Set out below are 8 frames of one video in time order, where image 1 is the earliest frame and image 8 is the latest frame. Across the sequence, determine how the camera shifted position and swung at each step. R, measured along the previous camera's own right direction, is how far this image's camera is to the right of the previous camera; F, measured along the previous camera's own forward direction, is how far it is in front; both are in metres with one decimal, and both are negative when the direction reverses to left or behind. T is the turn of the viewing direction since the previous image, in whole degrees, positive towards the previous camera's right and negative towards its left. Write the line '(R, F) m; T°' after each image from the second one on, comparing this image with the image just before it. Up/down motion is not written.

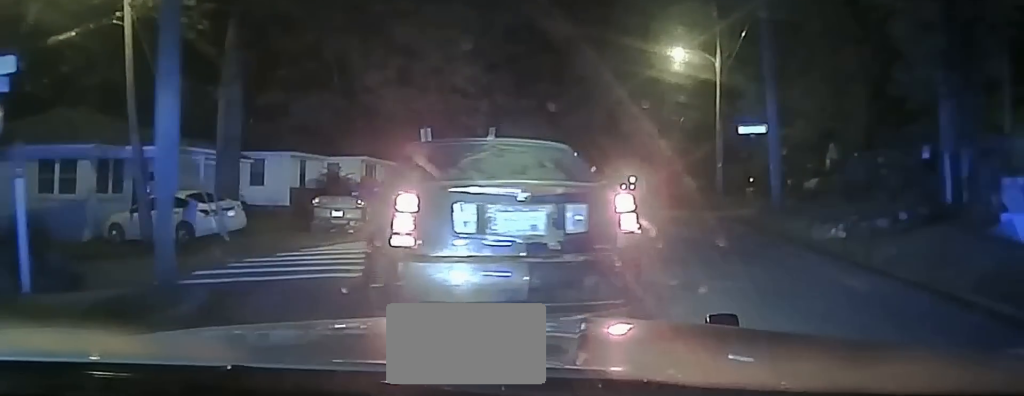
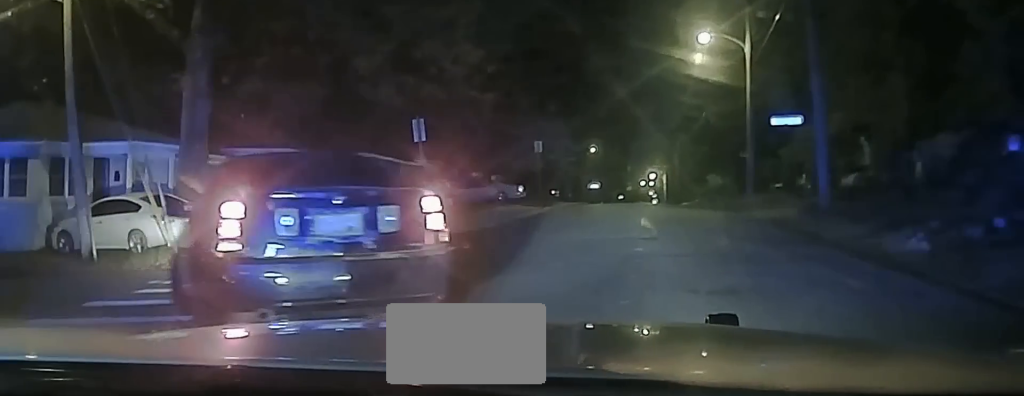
(-0.3, +3.8) m; -11°
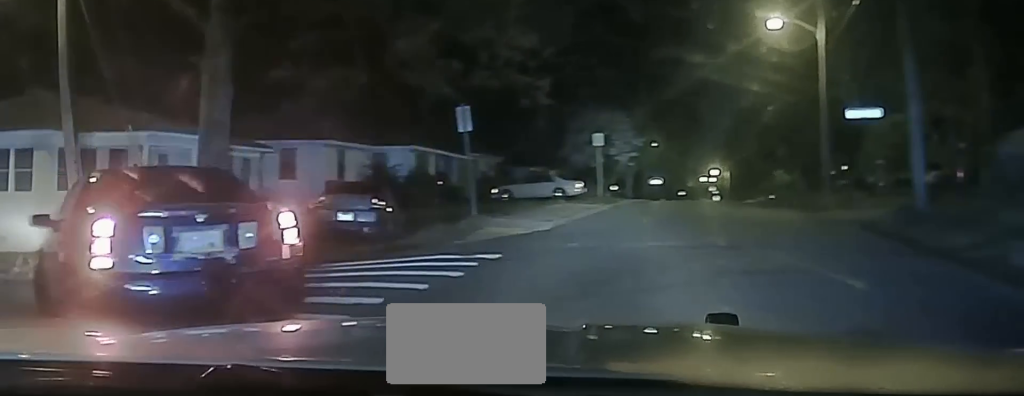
(-0.1, +2.8) m; -15°
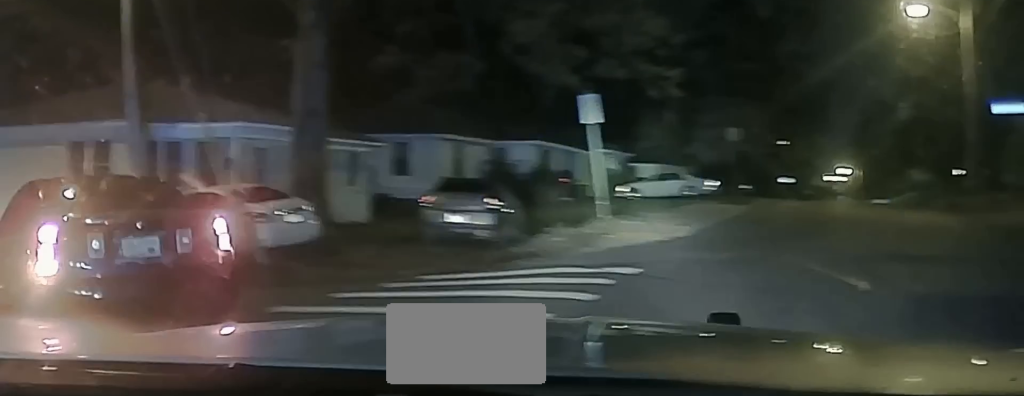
(-0.2, +2.5) m; -14°
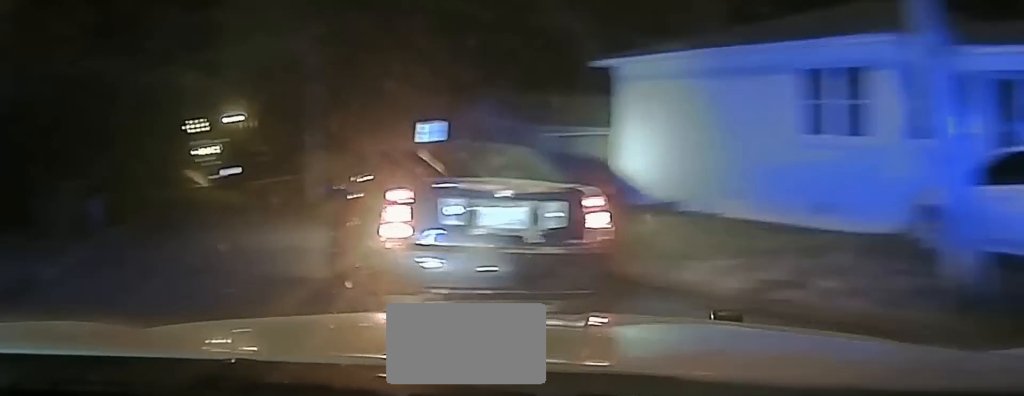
(-3.0, +7.9) m; -29°
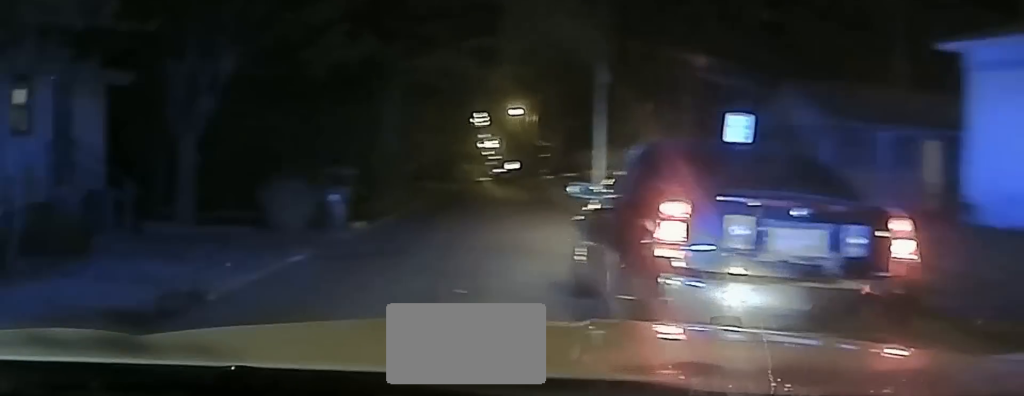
(-0.2, +4.0) m; -6°
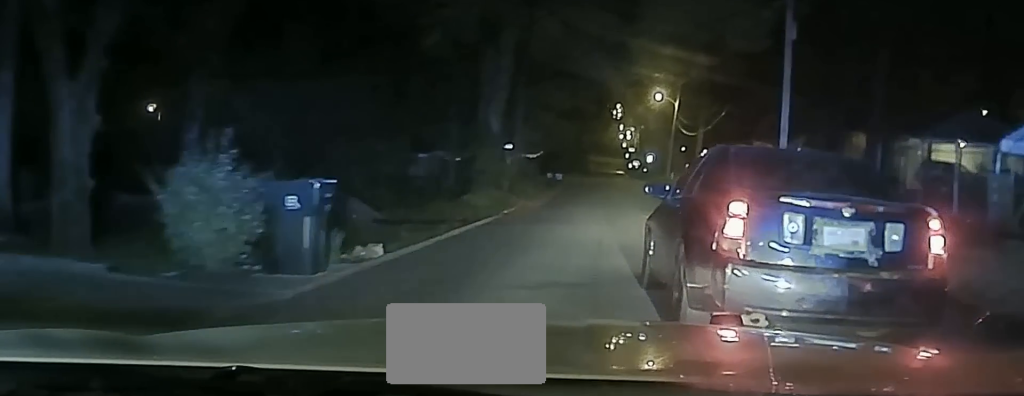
(-0.9, +12.4) m; -5°
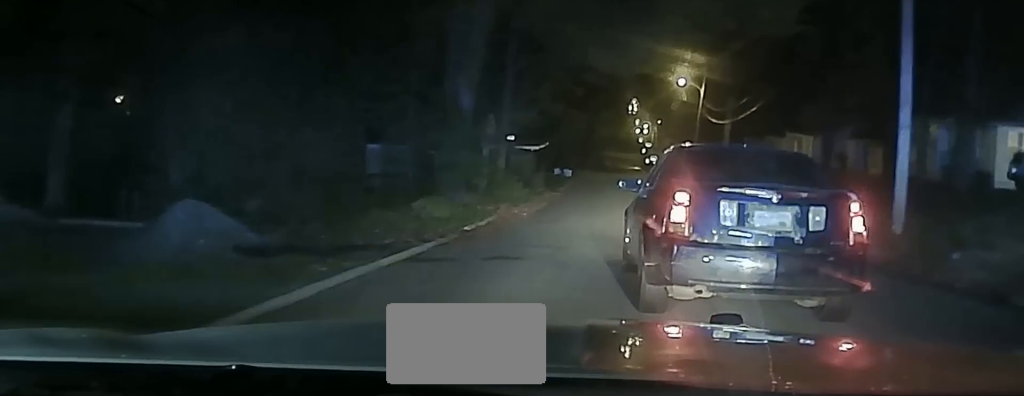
(0.0, +9.1) m; -3°
